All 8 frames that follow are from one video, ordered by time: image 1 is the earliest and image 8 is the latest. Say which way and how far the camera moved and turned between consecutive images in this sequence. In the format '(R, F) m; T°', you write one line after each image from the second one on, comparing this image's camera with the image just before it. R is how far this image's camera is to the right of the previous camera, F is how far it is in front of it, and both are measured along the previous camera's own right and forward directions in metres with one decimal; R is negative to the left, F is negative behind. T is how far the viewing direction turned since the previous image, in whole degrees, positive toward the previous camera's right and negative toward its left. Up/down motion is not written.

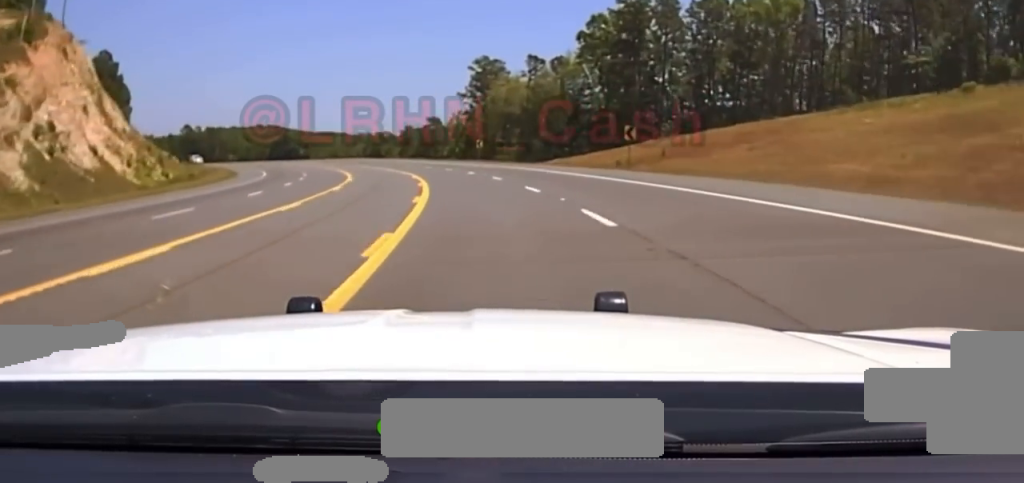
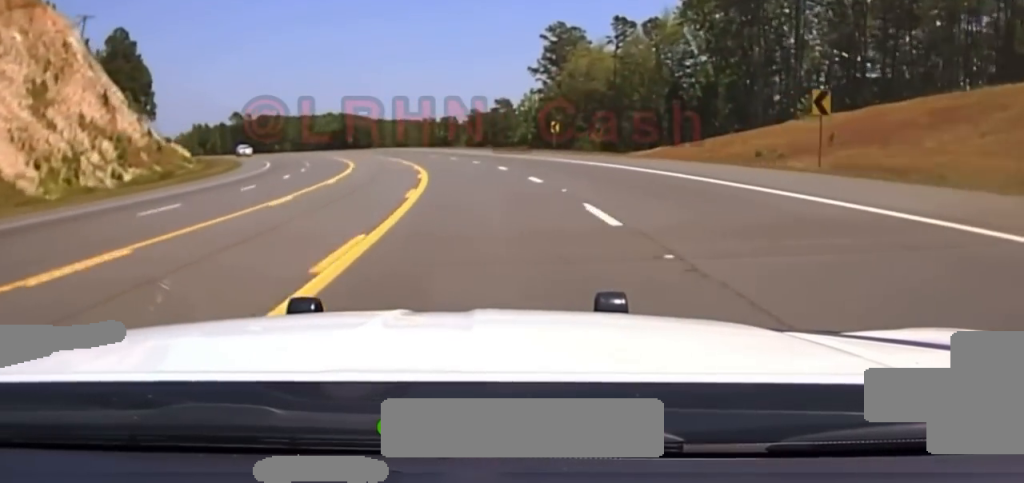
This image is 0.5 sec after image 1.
(+0.2, +25.8) m; -4°
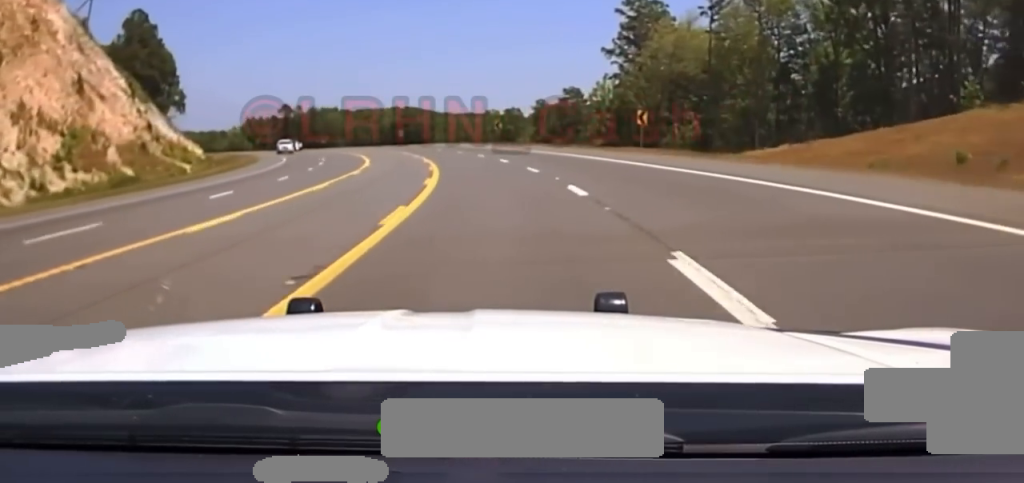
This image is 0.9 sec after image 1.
(-1.5, +19.6) m; -4°
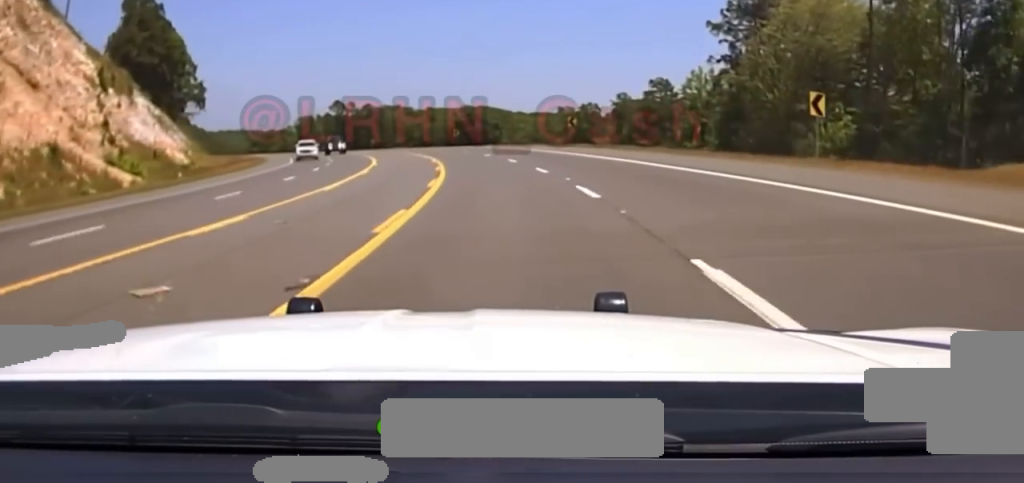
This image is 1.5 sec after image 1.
(-0.5, +26.3) m; -5°
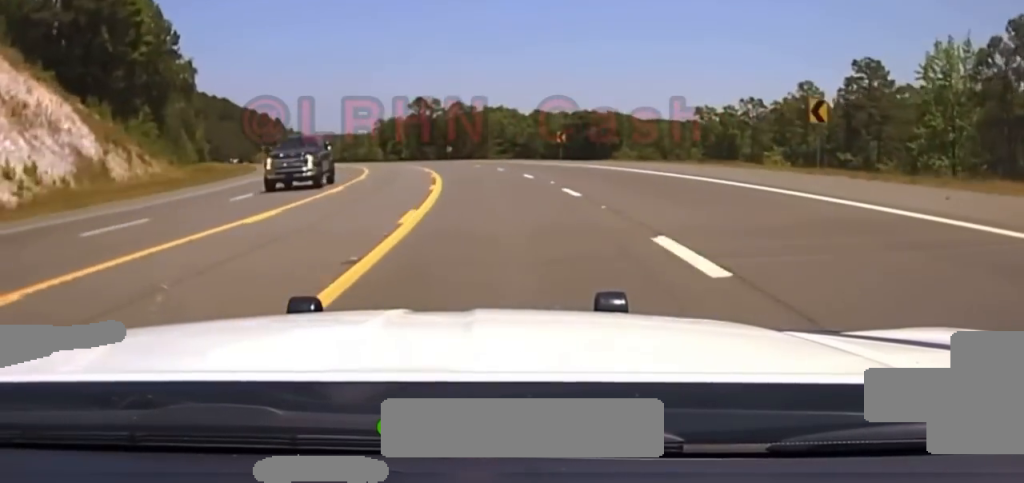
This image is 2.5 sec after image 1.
(-4.1, +48.8) m; -9°
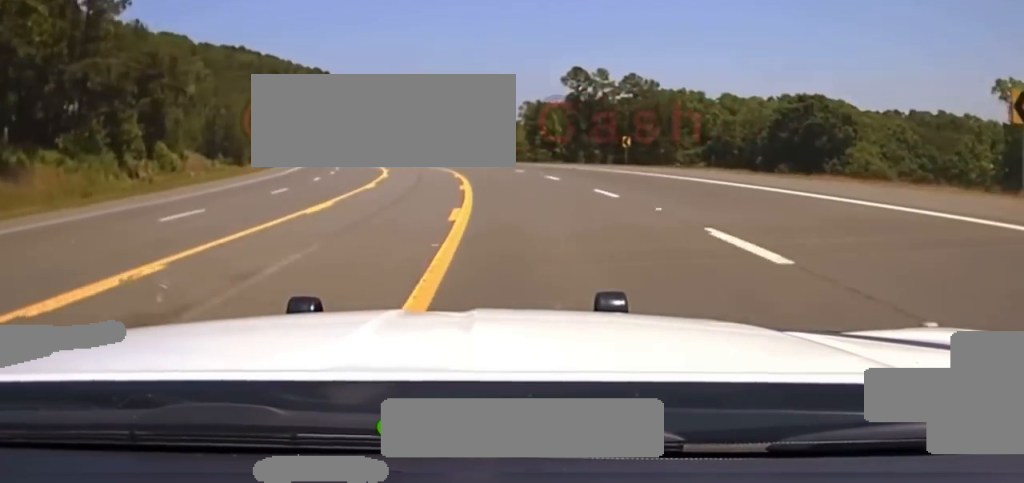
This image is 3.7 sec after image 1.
(-6.1, +62.3) m; -12°
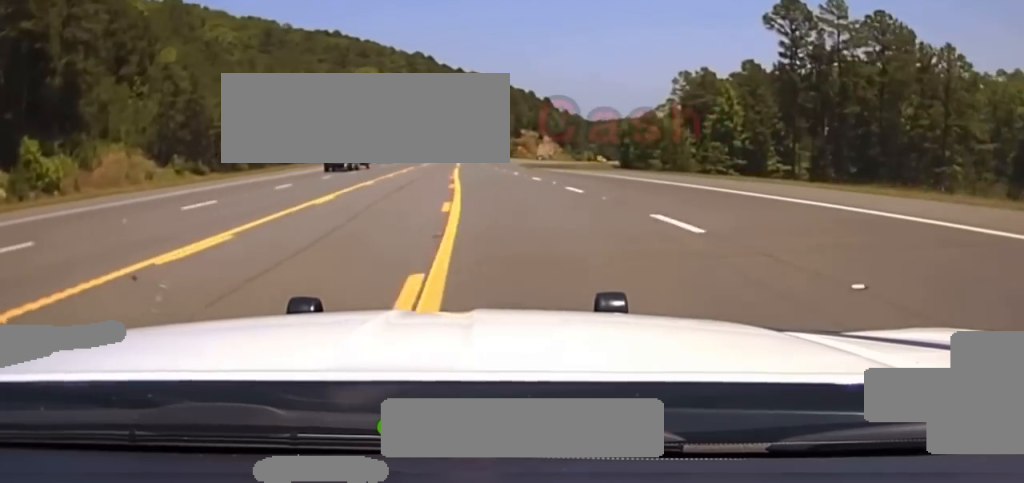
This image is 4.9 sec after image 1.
(-6.7, +63.6) m; -9°
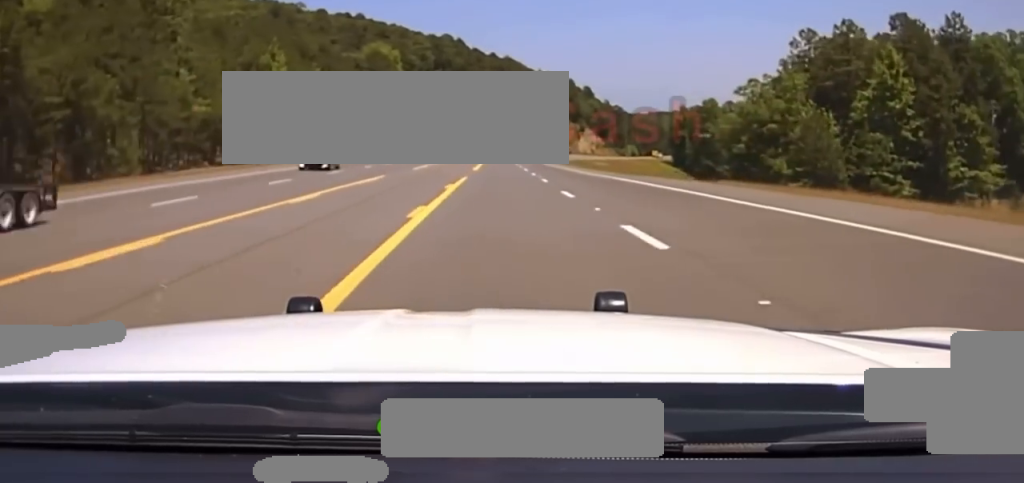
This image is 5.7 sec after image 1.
(-1.6, +42.9) m; -3°
